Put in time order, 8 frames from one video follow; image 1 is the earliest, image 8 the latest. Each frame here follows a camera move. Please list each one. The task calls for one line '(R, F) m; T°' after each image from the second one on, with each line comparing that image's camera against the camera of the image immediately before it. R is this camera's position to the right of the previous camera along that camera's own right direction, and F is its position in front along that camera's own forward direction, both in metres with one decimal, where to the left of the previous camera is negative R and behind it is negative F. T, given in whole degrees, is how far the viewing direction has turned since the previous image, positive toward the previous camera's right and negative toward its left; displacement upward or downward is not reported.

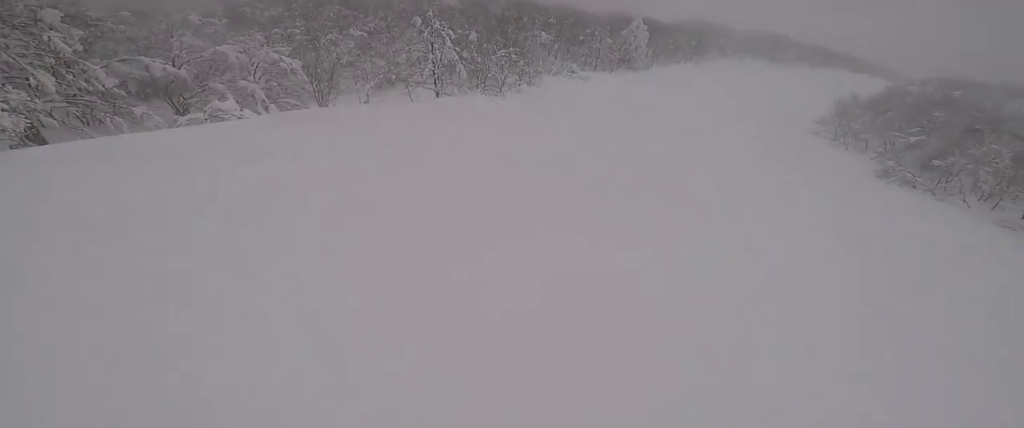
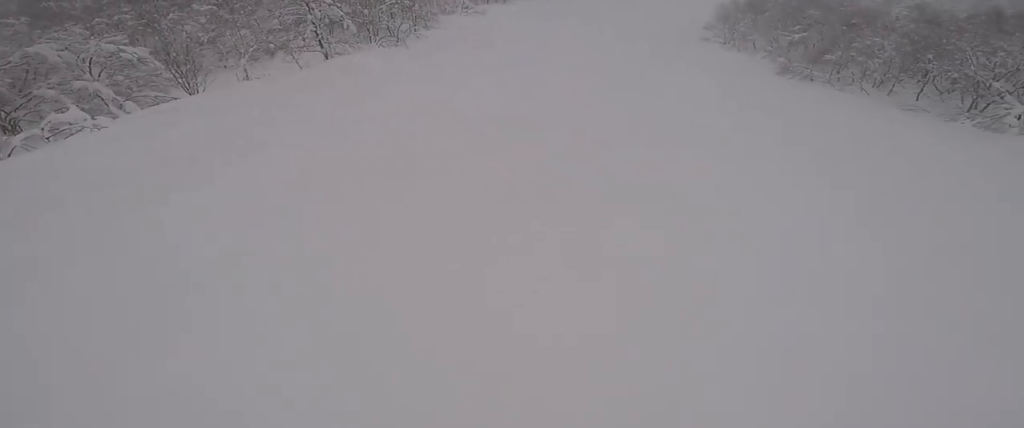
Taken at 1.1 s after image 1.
(+1.3, +4.9) m; +20°
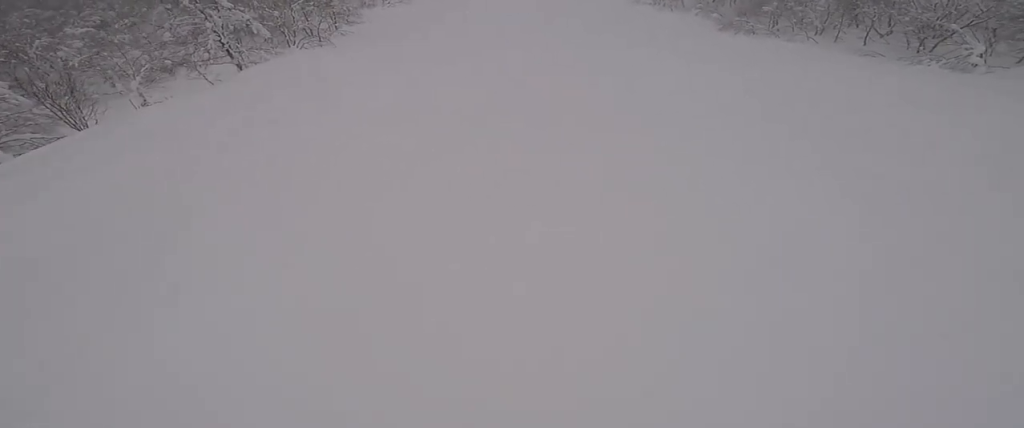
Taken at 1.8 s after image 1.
(+0.3, +5.1) m; +8°
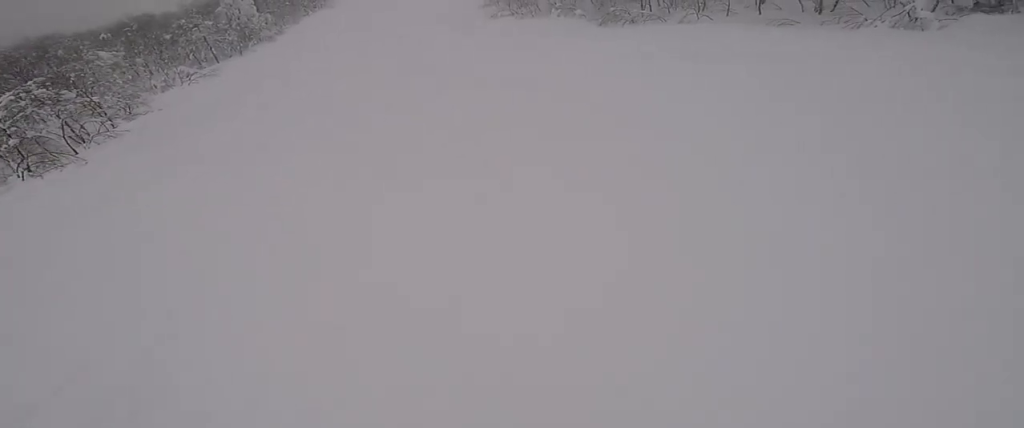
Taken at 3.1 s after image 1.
(+1.2, +11.1) m; +10°
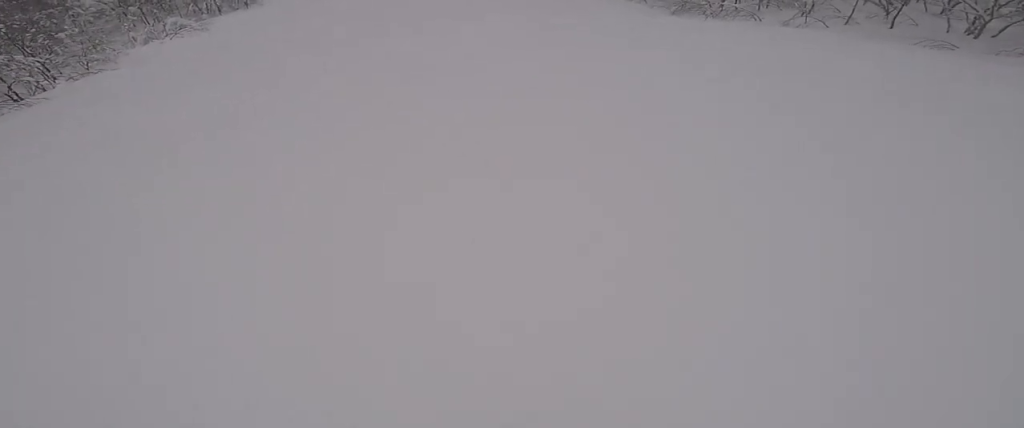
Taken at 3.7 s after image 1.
(+0.2, +7.1) m; +3°
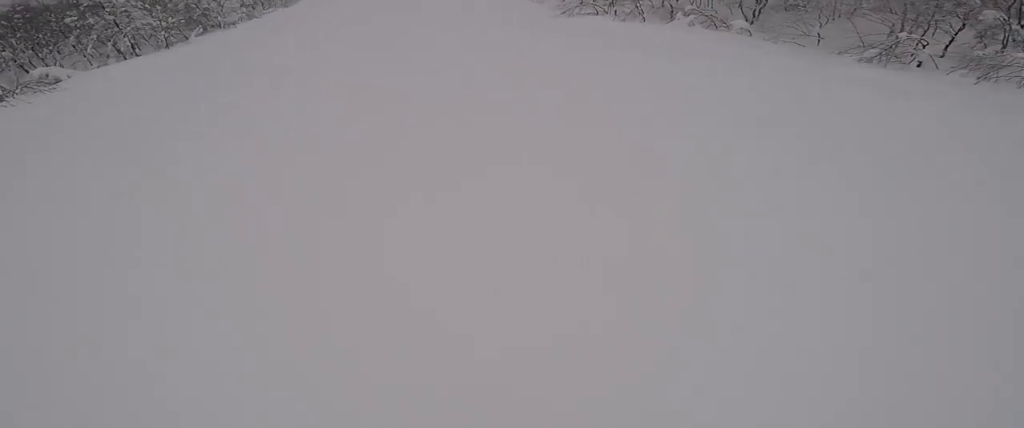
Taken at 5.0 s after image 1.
(+0.7, +15.7) m; -1°
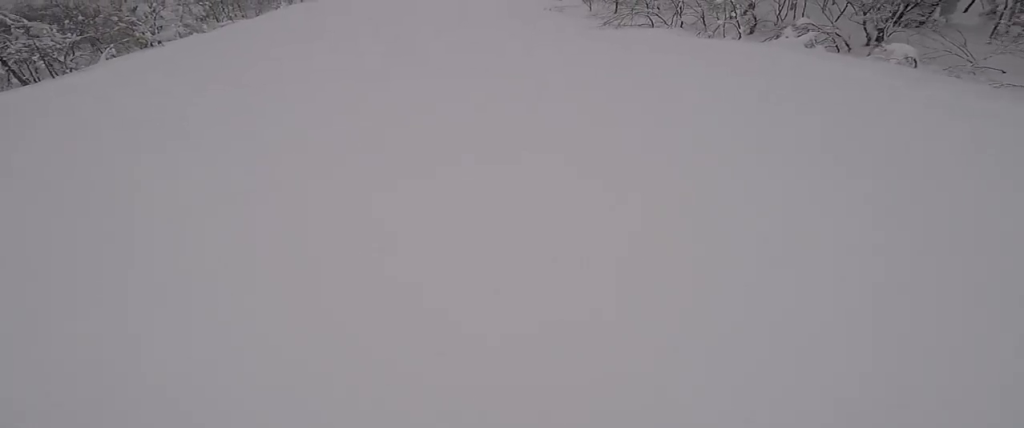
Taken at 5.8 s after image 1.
(-0.8, +11.3) m; -1°
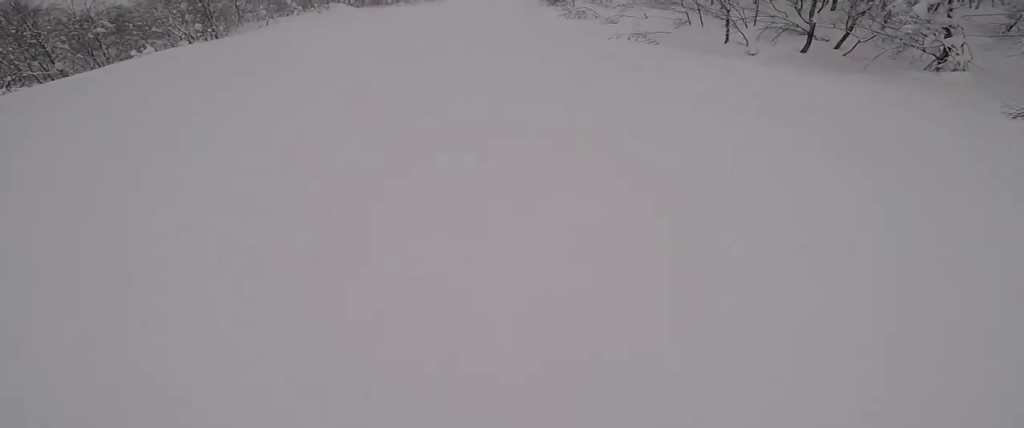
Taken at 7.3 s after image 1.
(+1.0, +21.6) m; +7°
